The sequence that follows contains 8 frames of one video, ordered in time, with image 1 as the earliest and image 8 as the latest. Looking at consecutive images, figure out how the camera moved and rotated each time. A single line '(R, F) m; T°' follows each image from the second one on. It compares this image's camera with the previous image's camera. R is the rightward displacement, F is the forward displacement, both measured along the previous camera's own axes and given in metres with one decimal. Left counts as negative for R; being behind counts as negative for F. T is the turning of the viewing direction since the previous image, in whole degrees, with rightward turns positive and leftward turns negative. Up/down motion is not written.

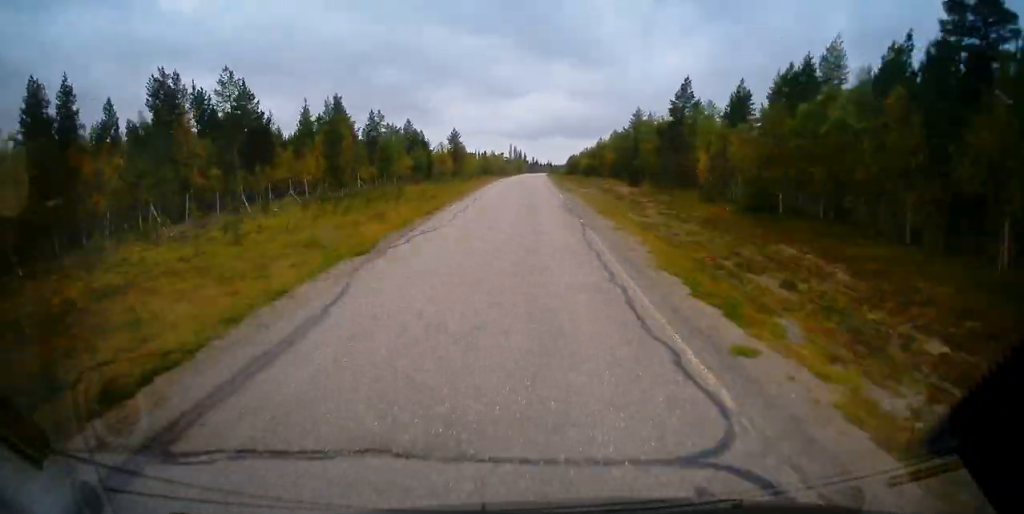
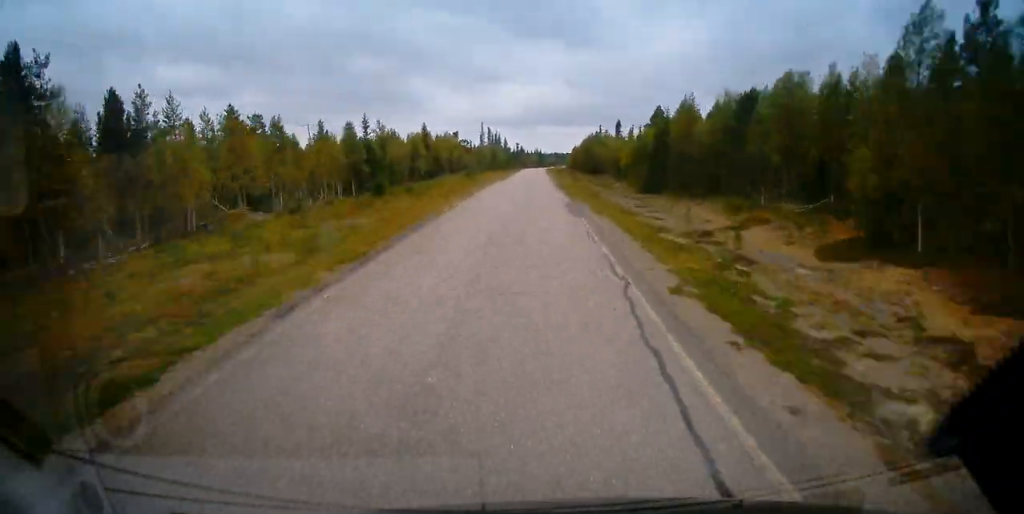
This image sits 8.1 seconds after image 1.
(+1.6, +127.7) m; +1°
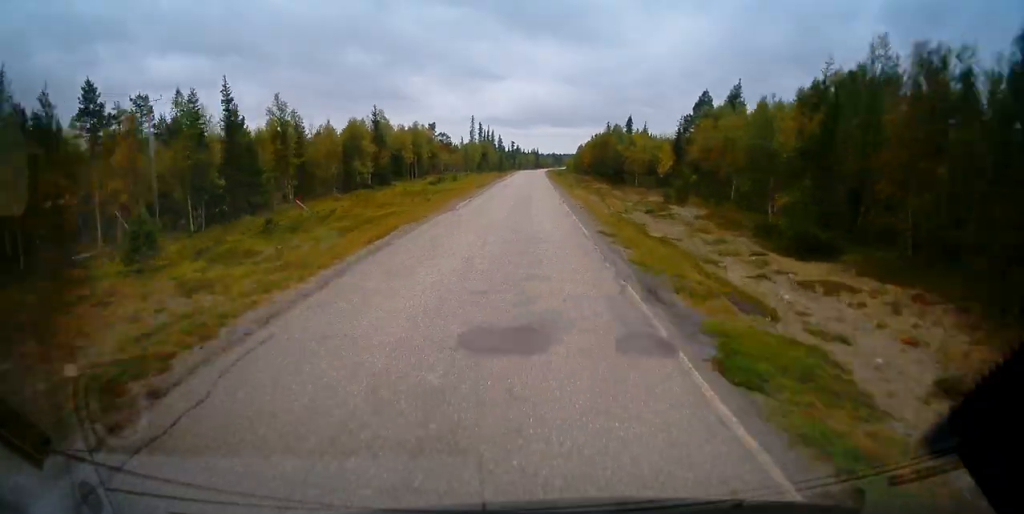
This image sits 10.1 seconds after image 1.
(+0.1, +30.9) m; 0°
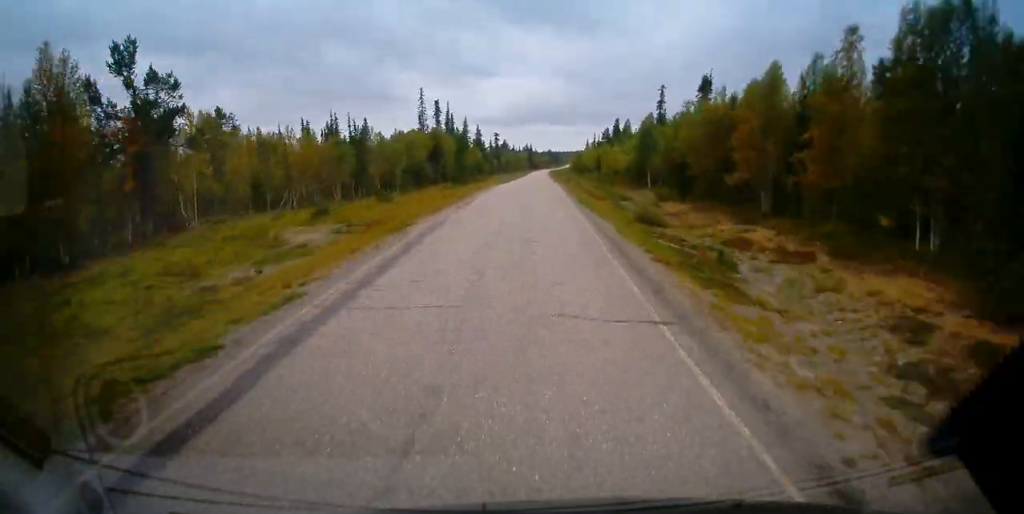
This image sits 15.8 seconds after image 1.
(+0.5, +90.4) m; +1°
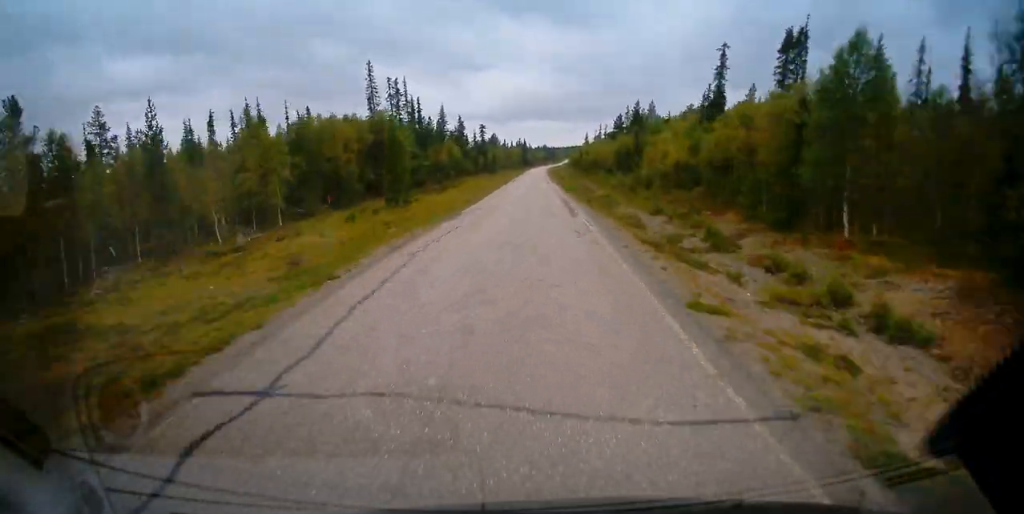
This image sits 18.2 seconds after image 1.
(+0.1, +38.1) m; 0°
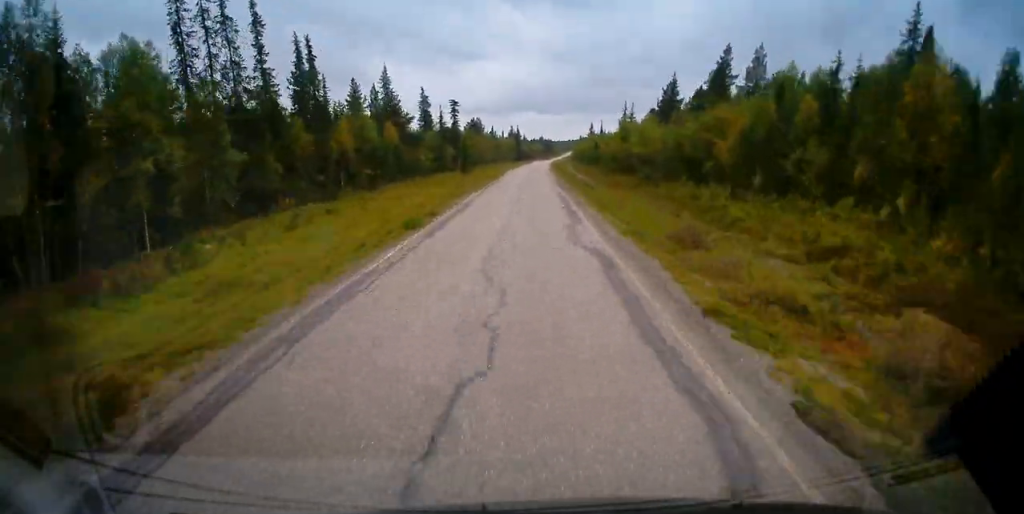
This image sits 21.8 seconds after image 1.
(+0.5, +56.7) m; +1°
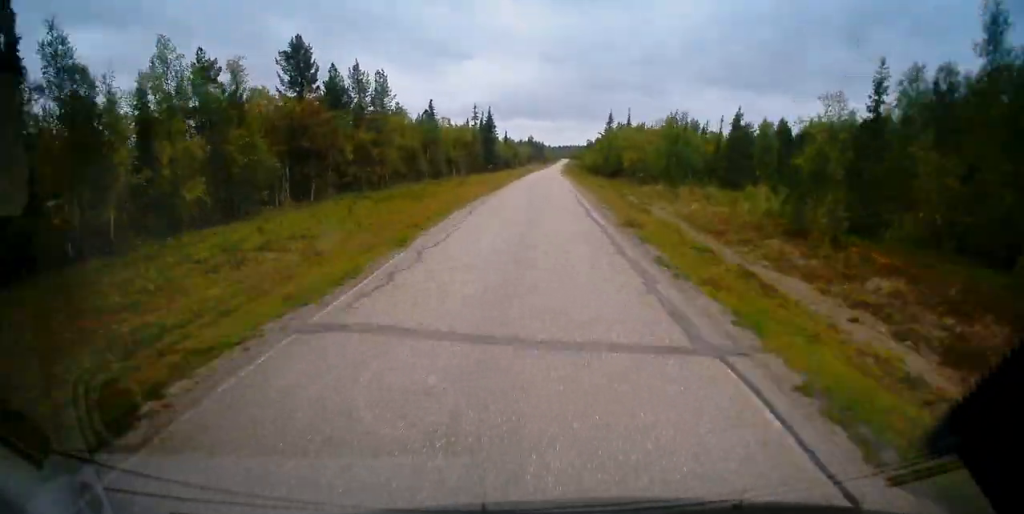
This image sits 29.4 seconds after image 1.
(+1.3, +120.7) m; +2°
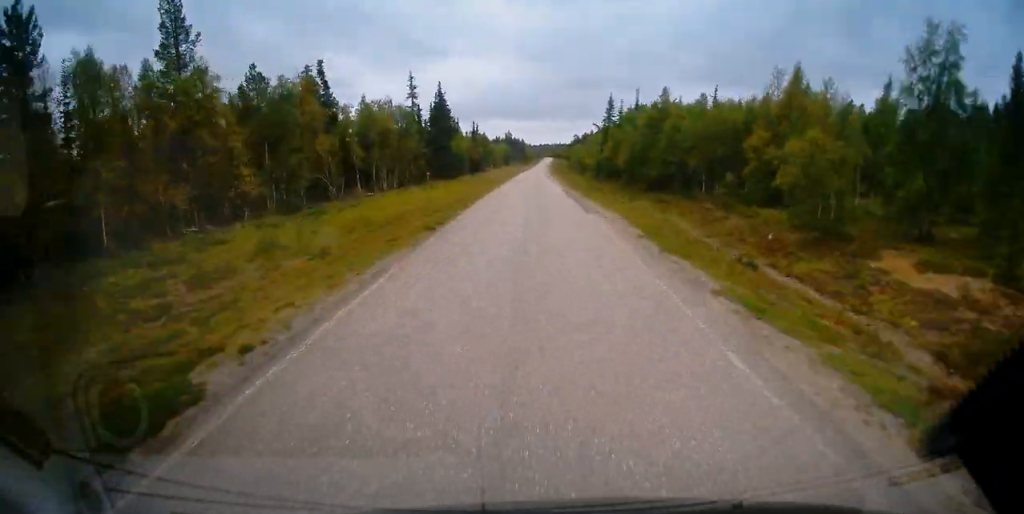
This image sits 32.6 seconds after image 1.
(+0.4, +49.7) m; +1°
